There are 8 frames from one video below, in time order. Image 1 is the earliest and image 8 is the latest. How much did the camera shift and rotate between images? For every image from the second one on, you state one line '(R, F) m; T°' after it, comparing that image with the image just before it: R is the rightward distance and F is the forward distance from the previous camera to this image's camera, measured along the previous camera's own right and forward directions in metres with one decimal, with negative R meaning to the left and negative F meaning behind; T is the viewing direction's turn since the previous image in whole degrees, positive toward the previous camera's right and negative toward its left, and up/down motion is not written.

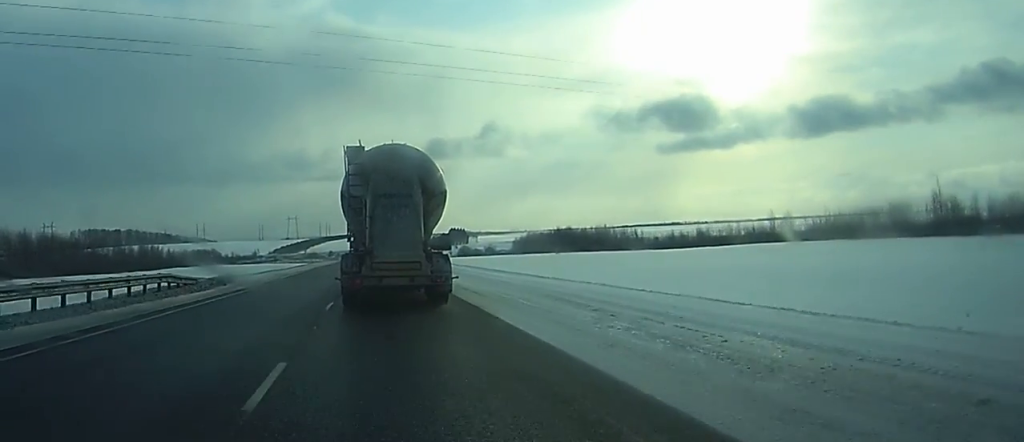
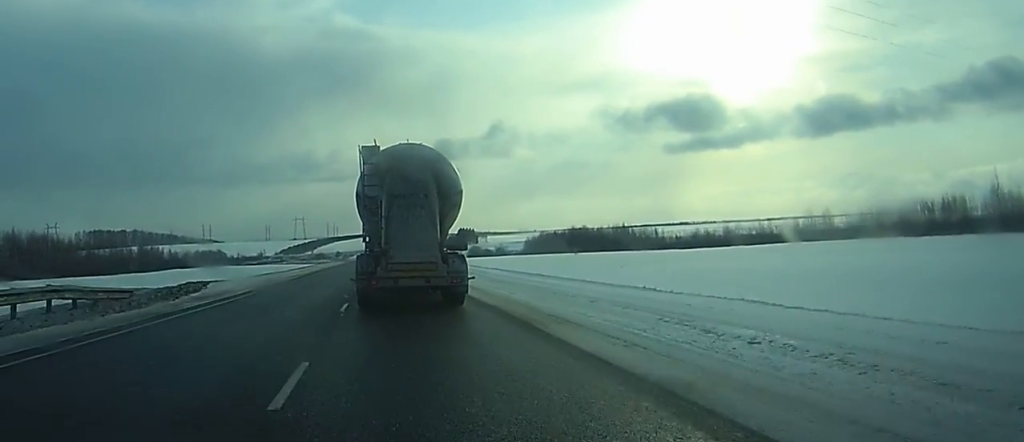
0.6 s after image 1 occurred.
(-0.1, +11.9) m; 0°
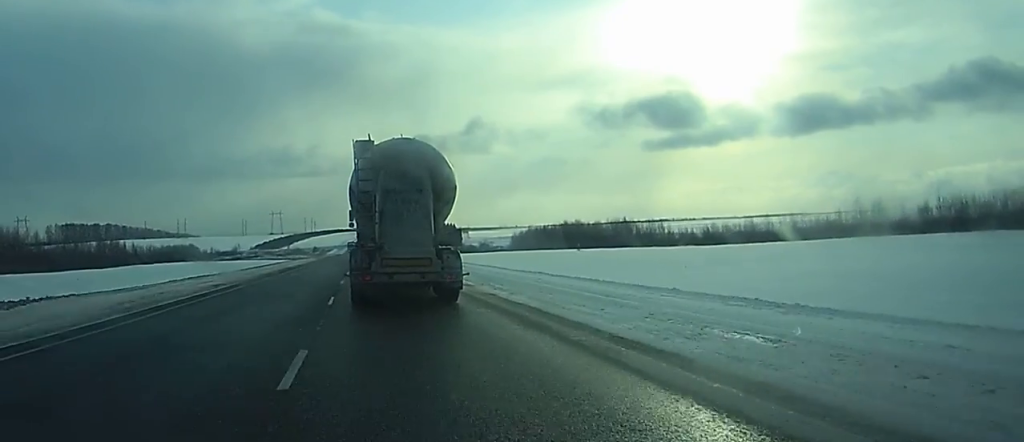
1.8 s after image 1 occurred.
(-0.1, +23.3) m; 0°
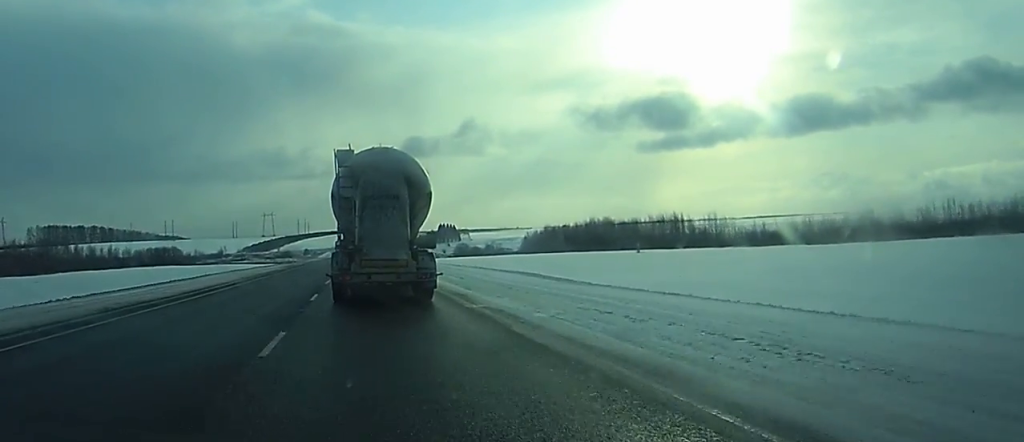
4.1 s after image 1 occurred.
(+0.7, +46.3) m; +1°
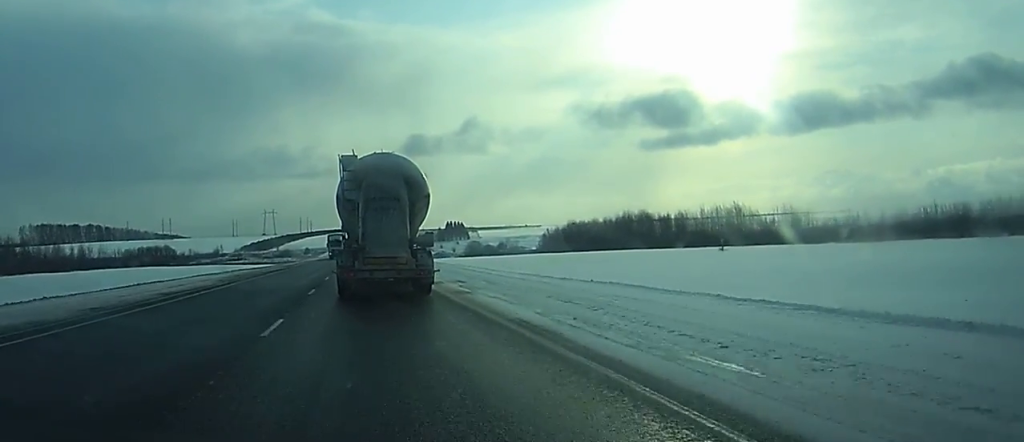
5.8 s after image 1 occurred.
(-0.3, +33.9) m; -1°
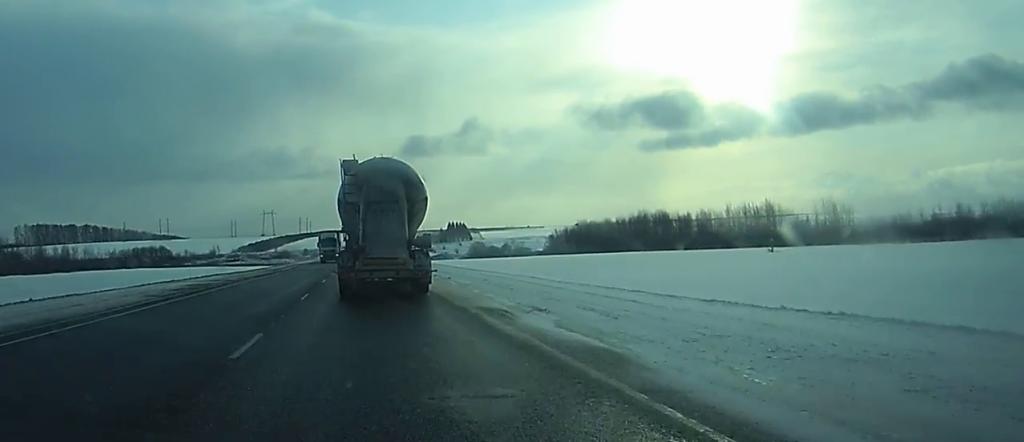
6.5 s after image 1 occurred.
(0.0, +14.5) m; 0°
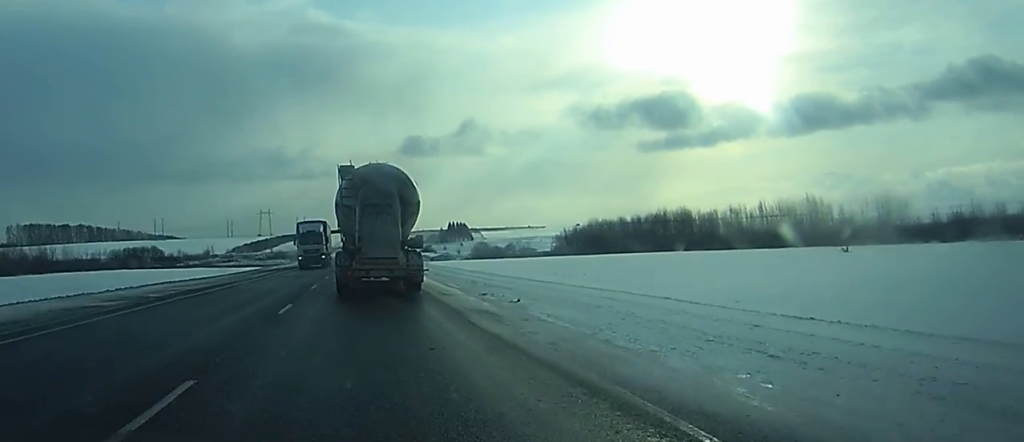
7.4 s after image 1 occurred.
(0.0, +17.0) m; 0°
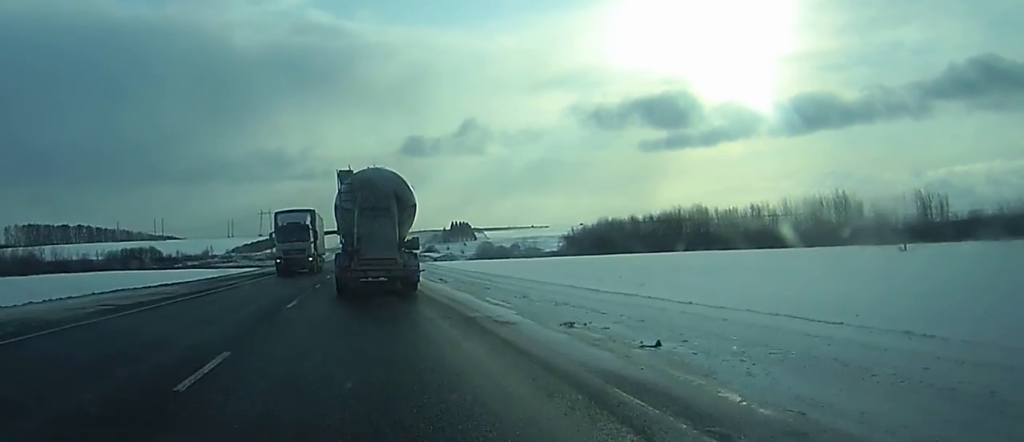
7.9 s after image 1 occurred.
(0.0, +9.8) m; 0°
